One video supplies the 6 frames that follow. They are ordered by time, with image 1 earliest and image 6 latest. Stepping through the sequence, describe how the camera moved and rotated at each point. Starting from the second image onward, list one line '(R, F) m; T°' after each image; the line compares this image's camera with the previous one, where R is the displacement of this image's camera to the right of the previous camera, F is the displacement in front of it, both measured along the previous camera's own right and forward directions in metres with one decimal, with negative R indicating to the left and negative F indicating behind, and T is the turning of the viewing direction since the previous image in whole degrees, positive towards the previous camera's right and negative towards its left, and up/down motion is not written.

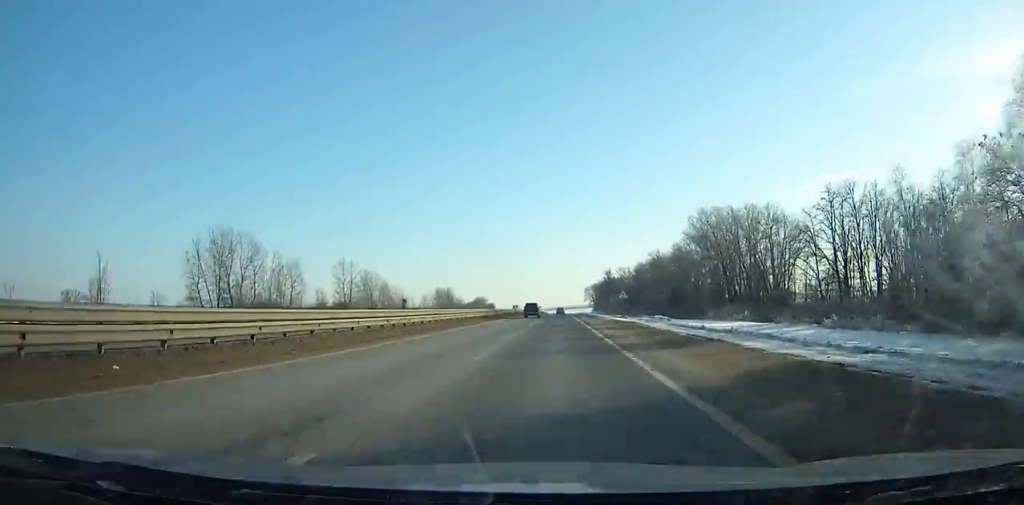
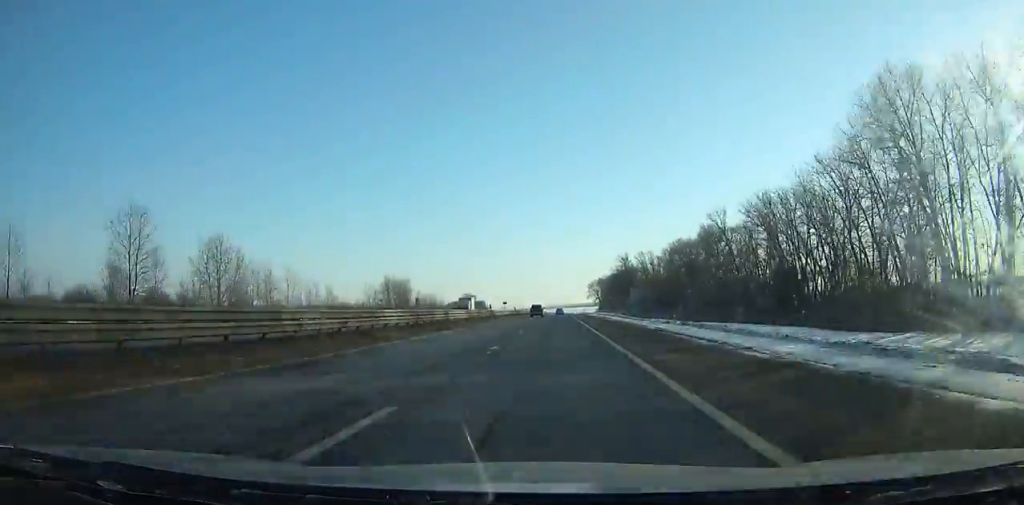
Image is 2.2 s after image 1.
(0.0, +68.9) m; 0°
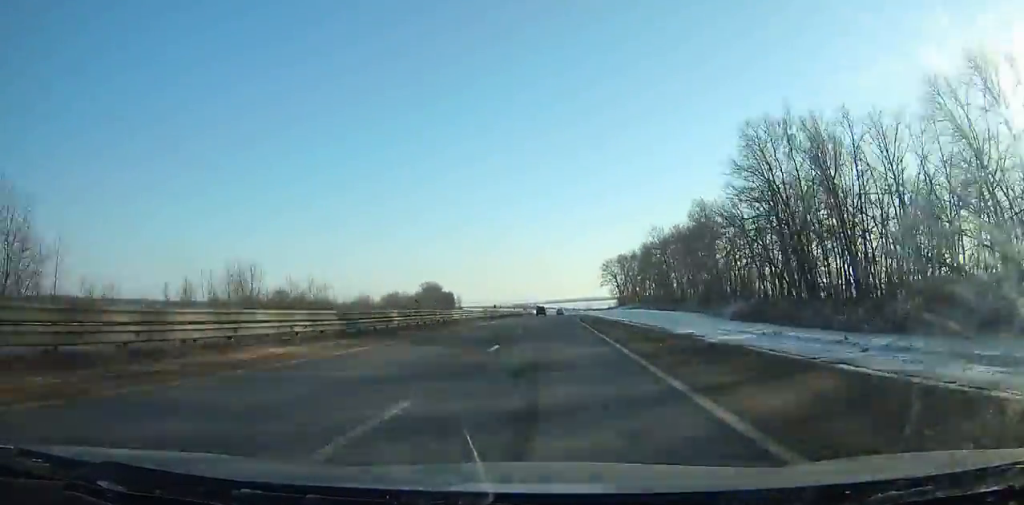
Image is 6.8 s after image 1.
(+0.4, +145.7) m; 0°
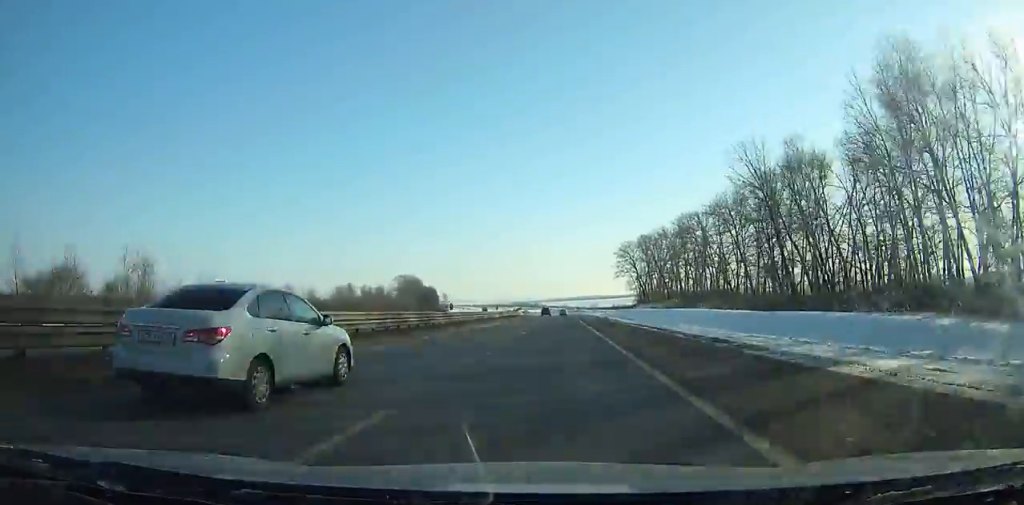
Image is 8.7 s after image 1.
(0.0, +61.0) m; 0°
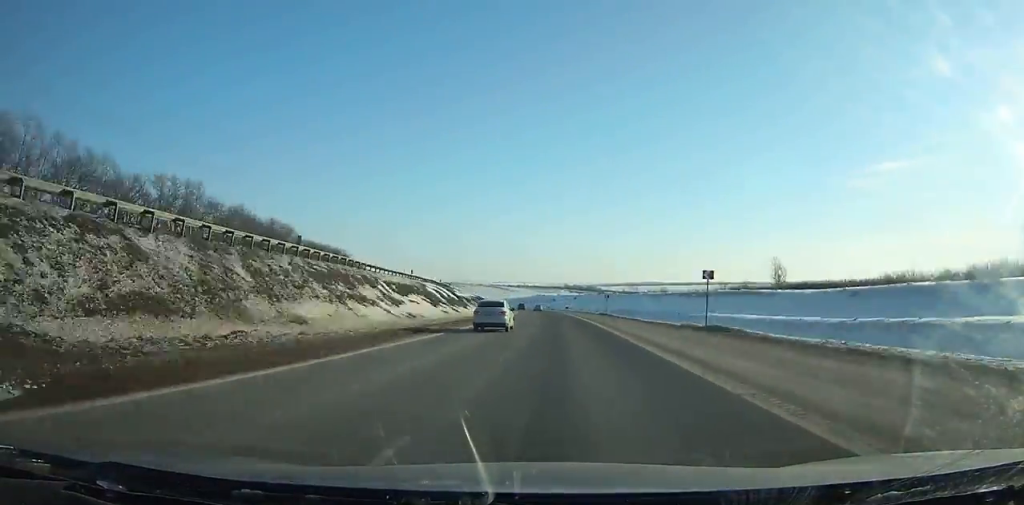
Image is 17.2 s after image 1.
(-10.6, +273.5) m; -7°
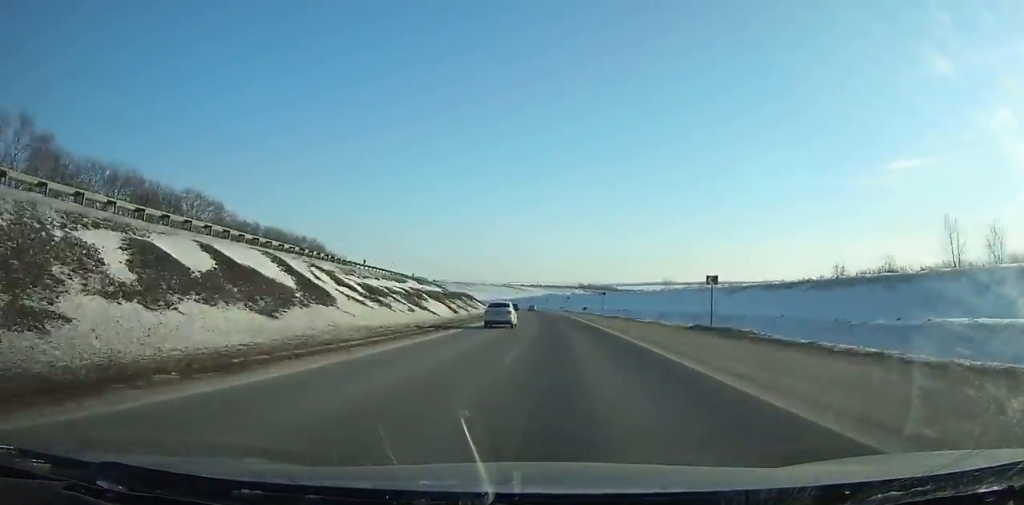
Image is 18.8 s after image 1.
(-0.3, +51.5) m; -2°
